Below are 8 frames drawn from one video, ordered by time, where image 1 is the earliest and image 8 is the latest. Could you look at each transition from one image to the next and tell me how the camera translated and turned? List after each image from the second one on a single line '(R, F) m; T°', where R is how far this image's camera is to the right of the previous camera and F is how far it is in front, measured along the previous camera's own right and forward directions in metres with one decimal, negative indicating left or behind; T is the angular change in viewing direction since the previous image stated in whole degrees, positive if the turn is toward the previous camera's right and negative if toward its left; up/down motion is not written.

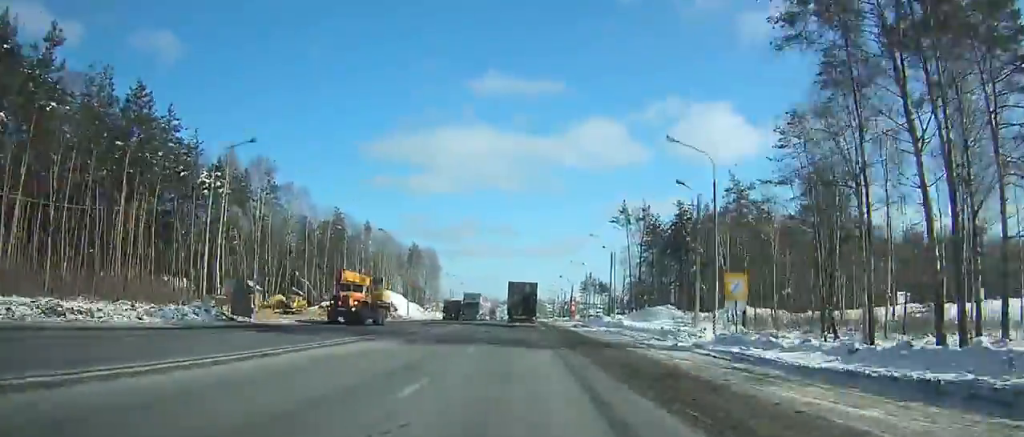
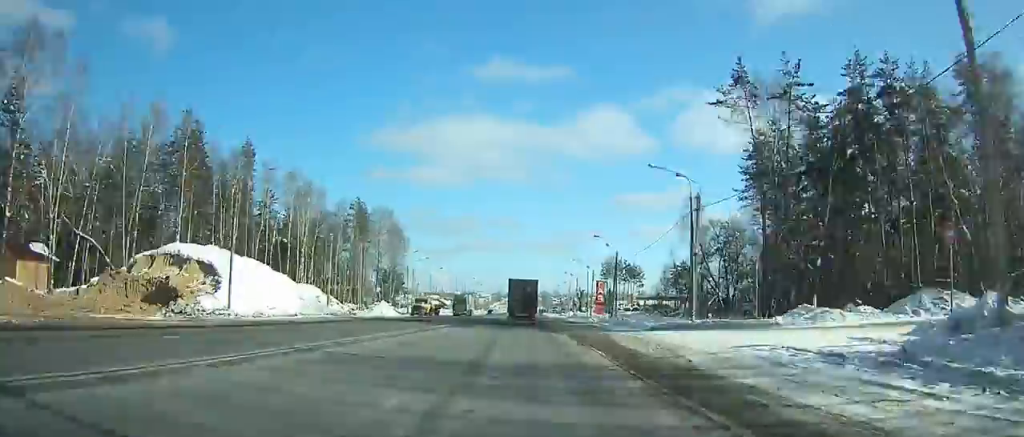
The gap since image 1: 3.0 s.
(+0.1, +65.9) m; 0°
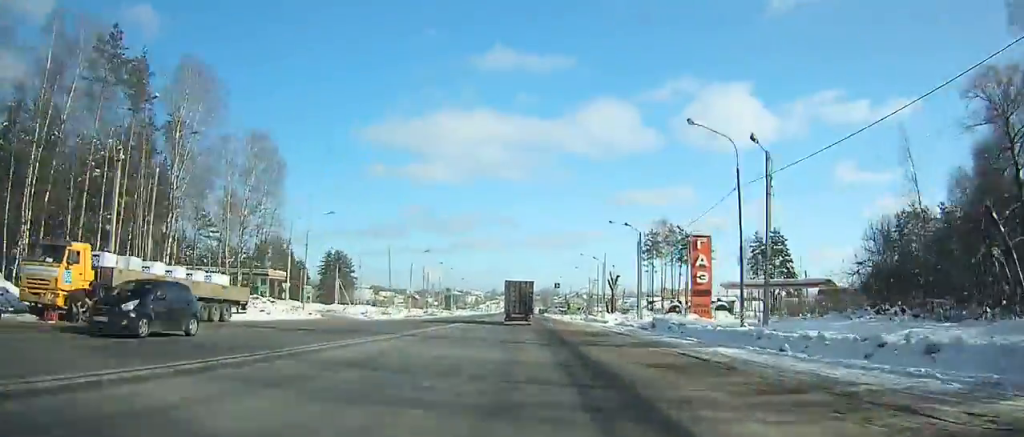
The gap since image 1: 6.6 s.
(-0.2, +78.8) m; 0°
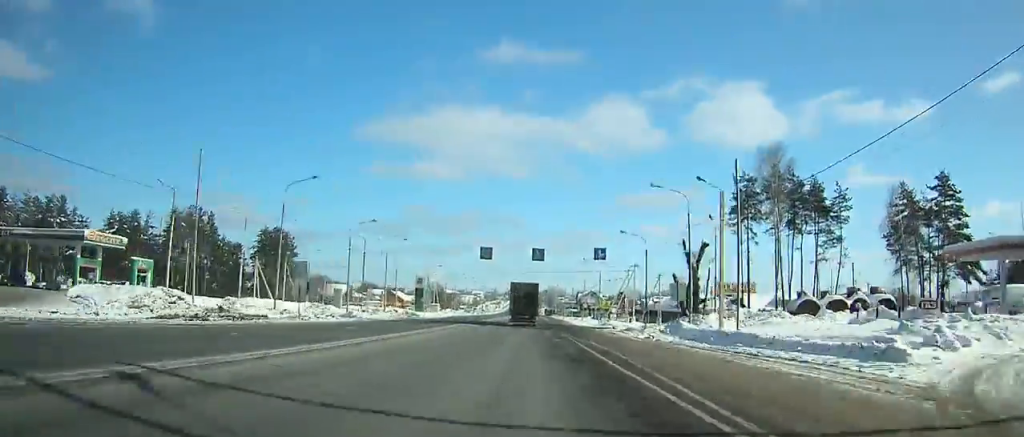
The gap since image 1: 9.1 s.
(-0.1, +53.4) m; 0°
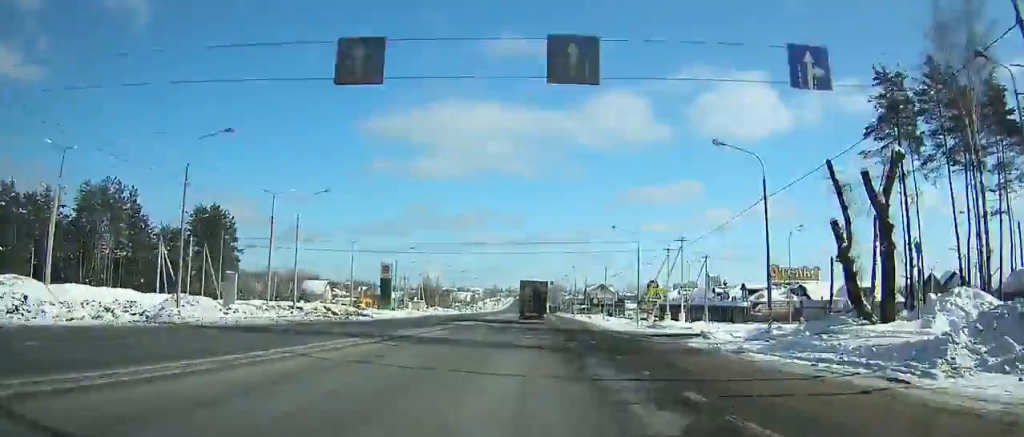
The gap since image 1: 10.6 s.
(-0.2, +31.1) m; 0°
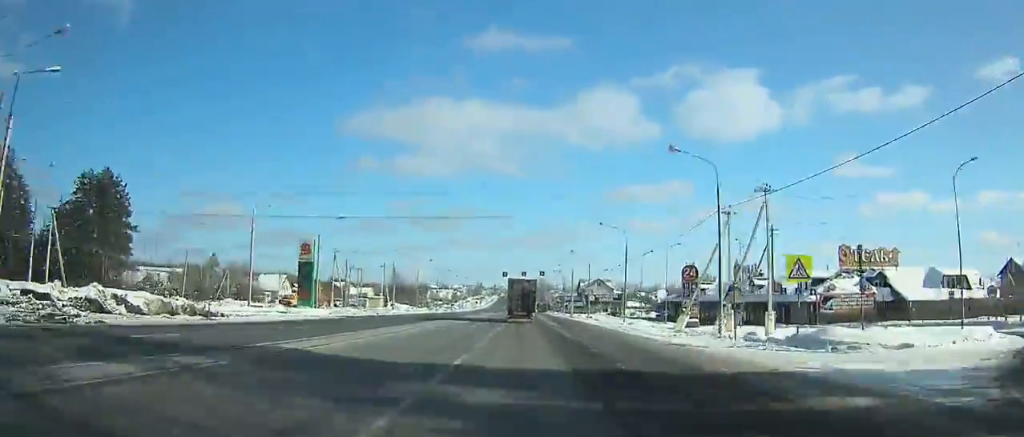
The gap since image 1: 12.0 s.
(+0.1, +26.9) m; 0°
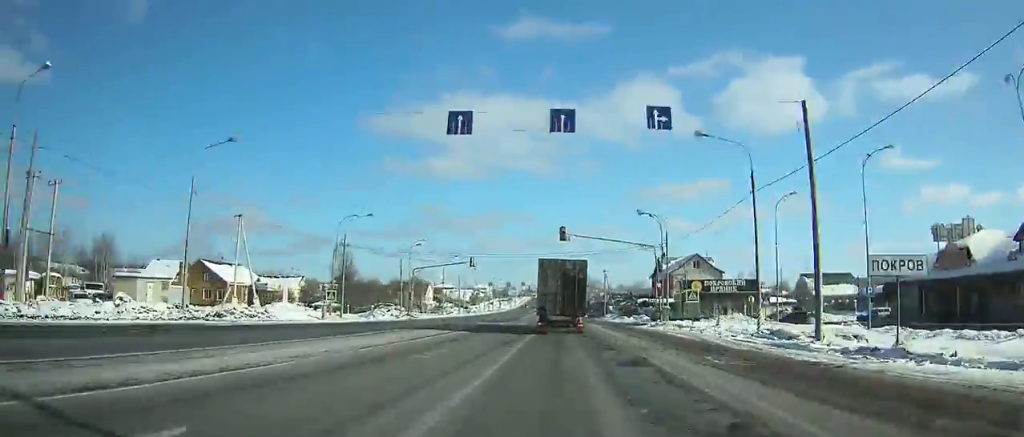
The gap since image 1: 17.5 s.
(+0.6, +85.5) m; -1°
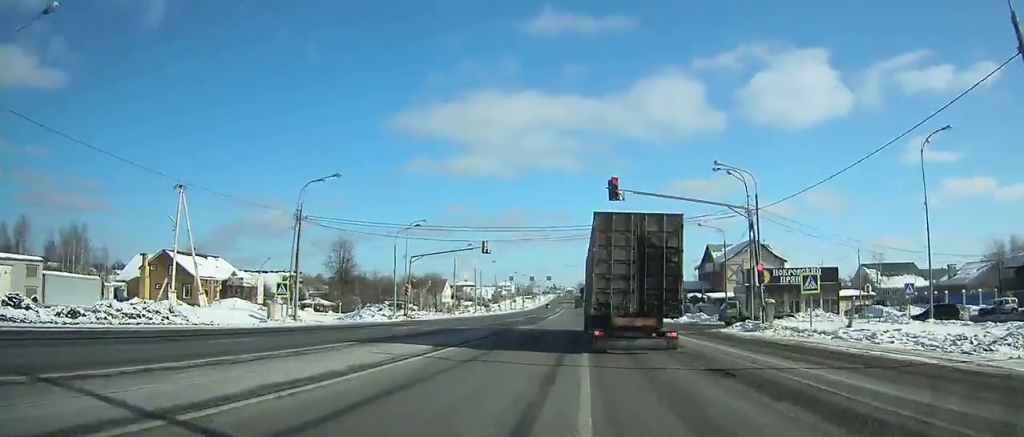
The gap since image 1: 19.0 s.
(-0.5, +14.7) m; -1°
